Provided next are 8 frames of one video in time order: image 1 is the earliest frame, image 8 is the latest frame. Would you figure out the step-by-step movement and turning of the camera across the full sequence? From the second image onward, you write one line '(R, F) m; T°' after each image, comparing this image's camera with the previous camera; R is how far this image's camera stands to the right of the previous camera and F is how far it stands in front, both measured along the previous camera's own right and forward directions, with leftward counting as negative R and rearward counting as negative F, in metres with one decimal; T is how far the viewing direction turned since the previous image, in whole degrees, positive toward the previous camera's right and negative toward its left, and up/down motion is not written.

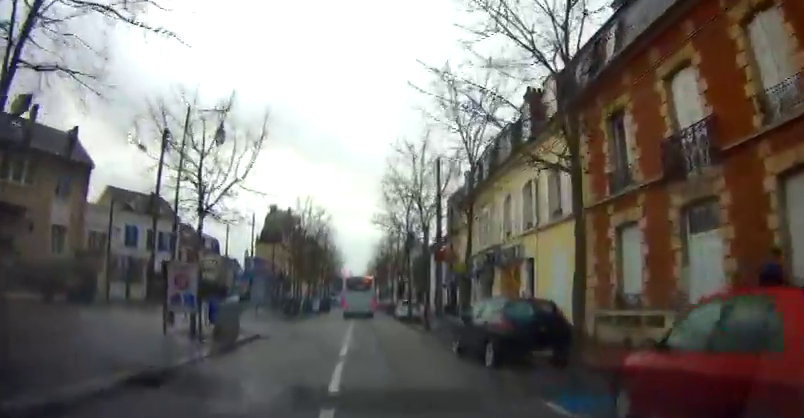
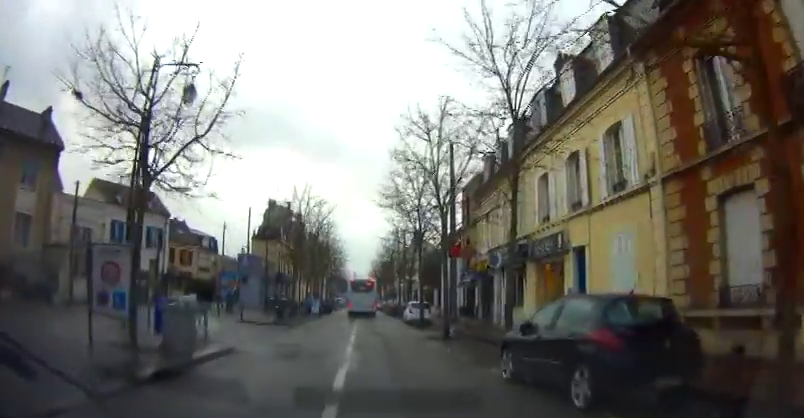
(0.0, +4.2) m; -3°
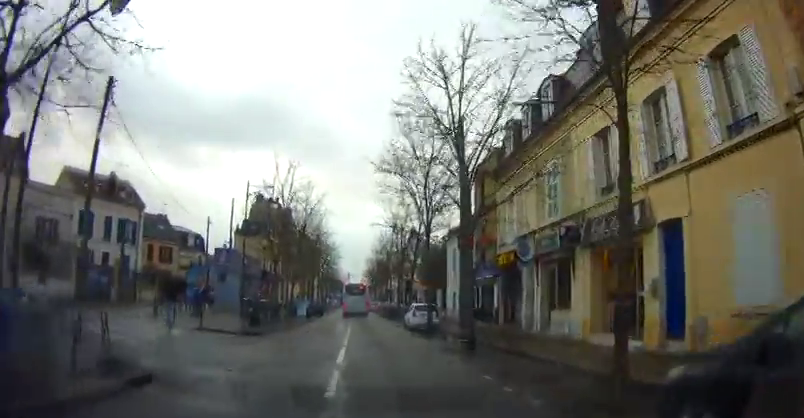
(-0.4, +5.3) m; -1°
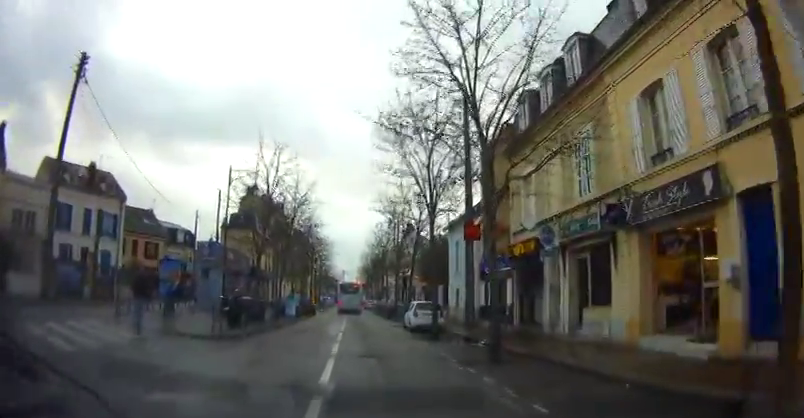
(+0.1, +3.0) m; +2°
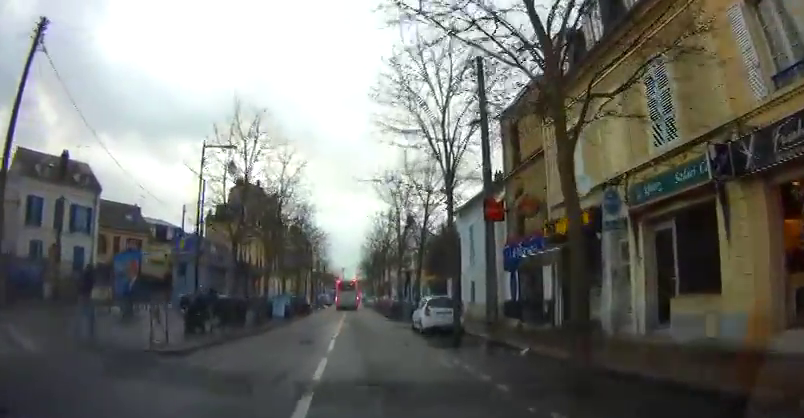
(+0.2, +4.5) m; +3°
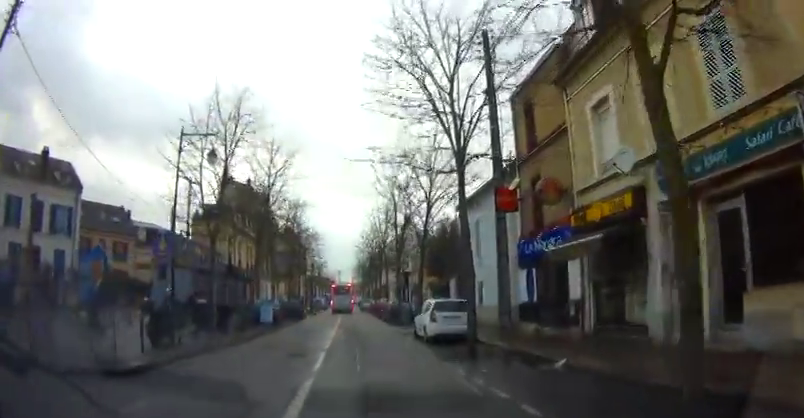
(0.0, +2.4) m; 0°
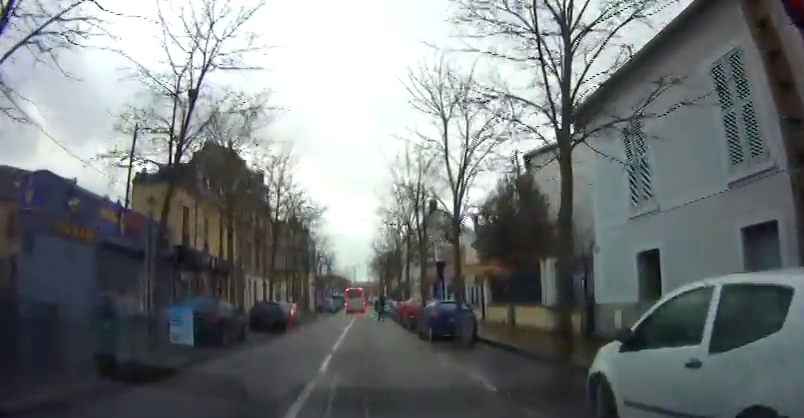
(-0.8, +13.4) m; -4°
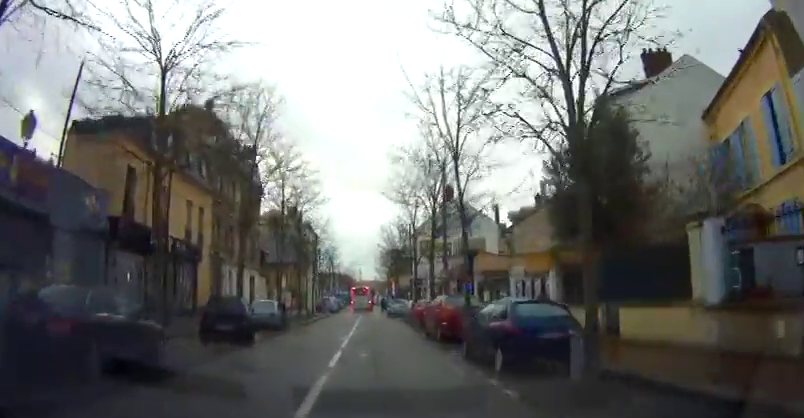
(+0.3, +7.9) m; -1°
